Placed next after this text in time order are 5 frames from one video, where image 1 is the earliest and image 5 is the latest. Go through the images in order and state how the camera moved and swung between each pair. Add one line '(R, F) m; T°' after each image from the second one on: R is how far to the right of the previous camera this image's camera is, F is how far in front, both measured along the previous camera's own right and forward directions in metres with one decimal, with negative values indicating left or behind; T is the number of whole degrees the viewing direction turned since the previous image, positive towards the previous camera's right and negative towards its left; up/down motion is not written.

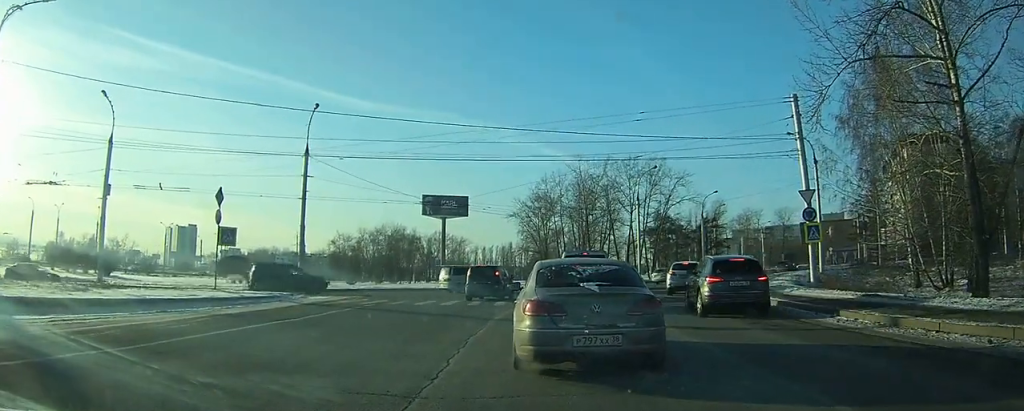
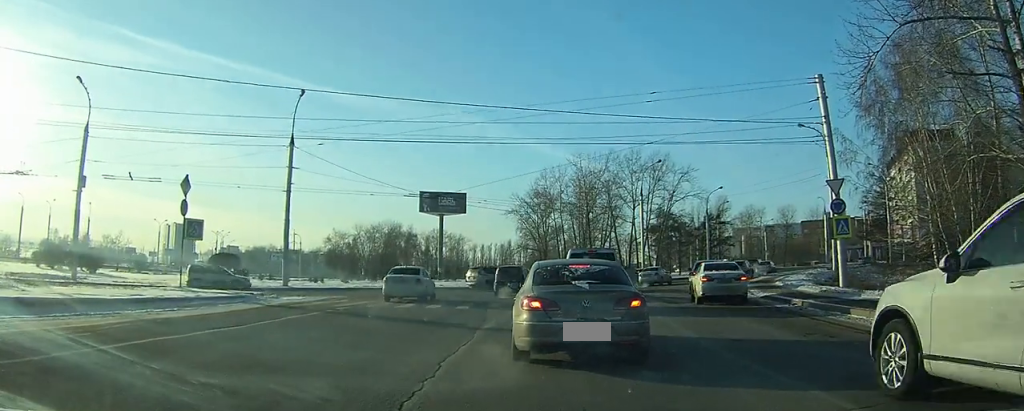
(+0.6, +2.4) m; 0°
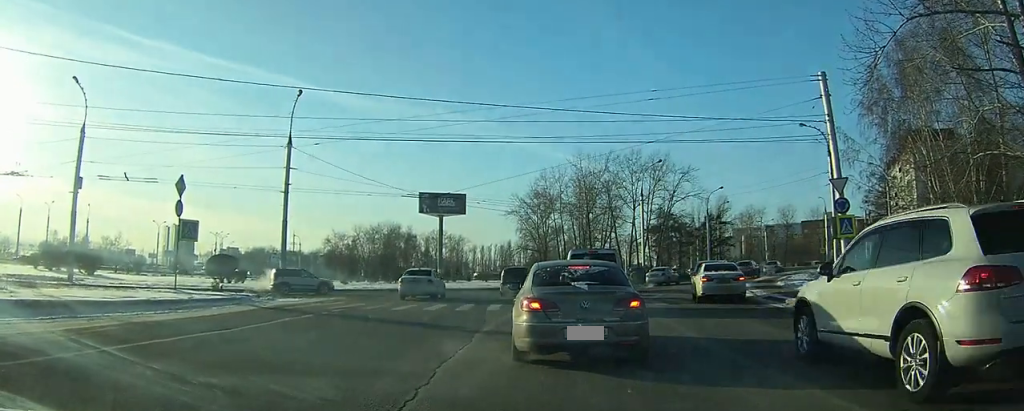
(+0.1, +0.2) m; 0°
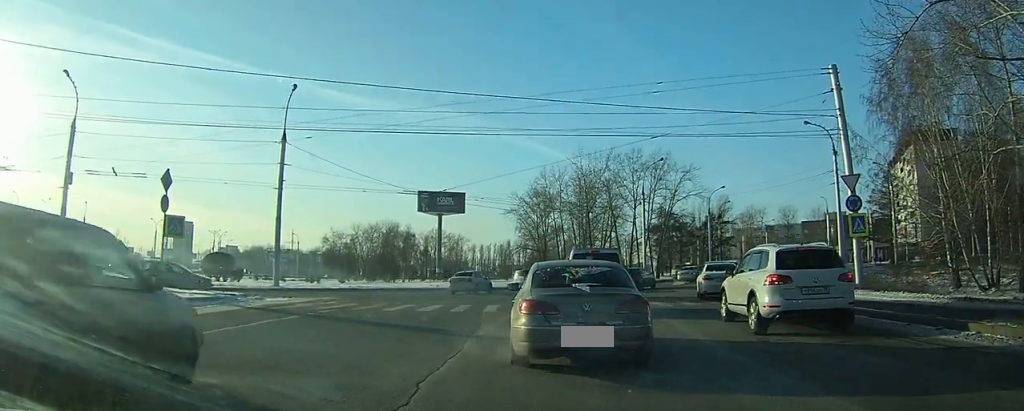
(+0.1, +0.3) m; 0°
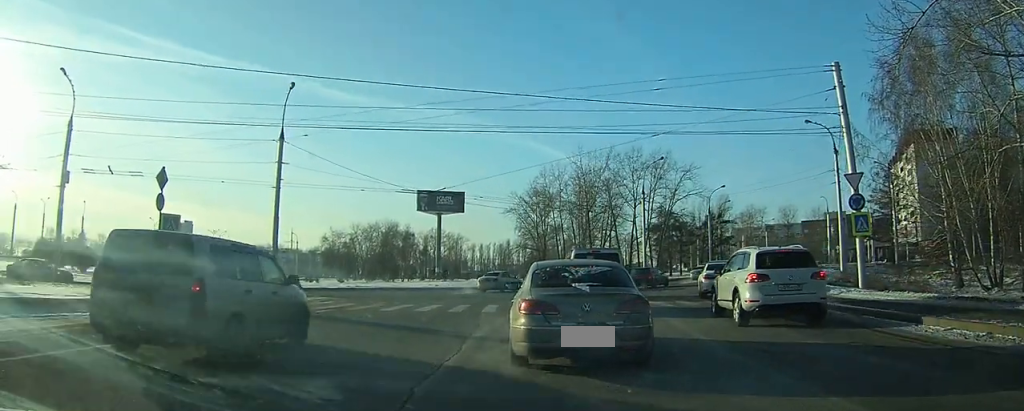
(0.0, 0.0) m; 0°
